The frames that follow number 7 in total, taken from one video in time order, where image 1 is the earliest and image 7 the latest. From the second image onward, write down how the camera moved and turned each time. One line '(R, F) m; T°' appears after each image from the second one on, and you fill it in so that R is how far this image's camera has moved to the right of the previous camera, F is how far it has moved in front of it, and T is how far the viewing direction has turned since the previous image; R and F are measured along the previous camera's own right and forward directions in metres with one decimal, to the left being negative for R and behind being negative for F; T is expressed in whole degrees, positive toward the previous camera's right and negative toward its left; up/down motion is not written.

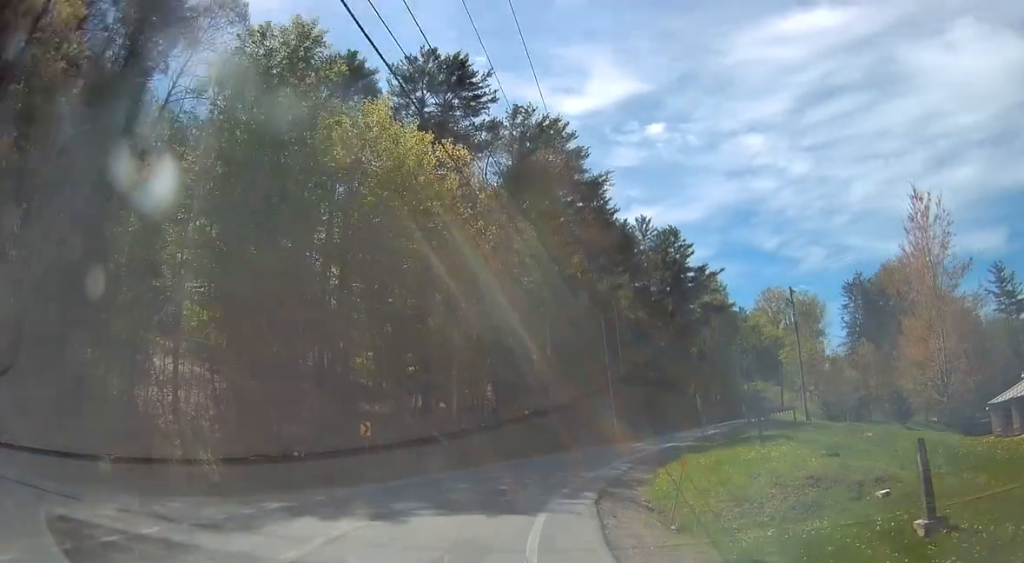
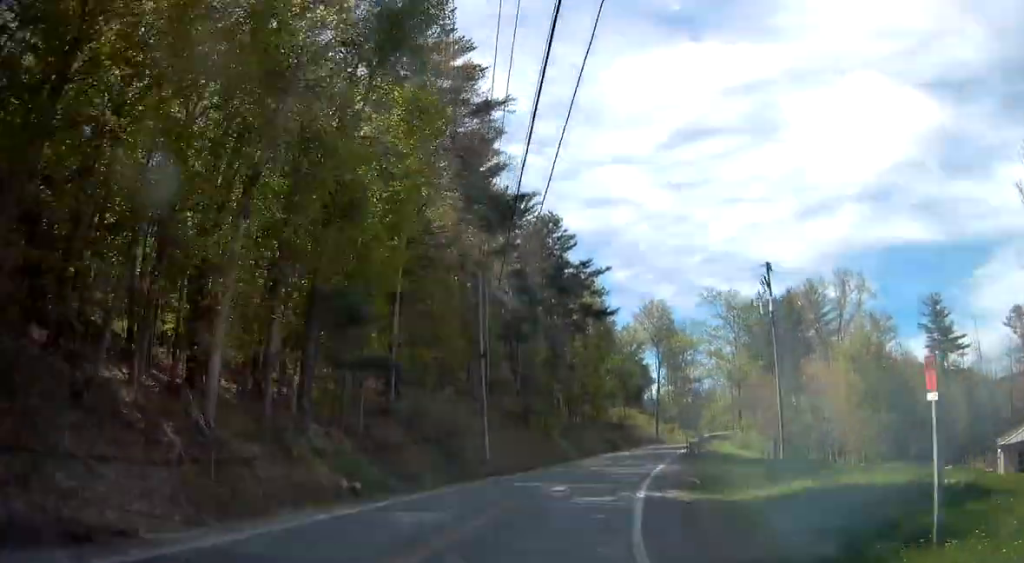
(+2.5, +19.5) m; +16°
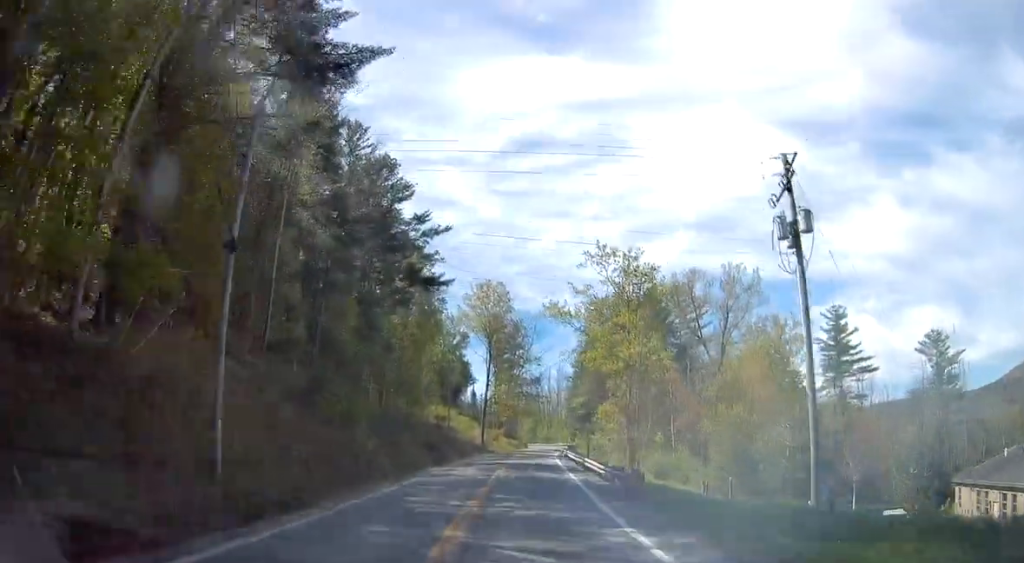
(+2.8, +19.2) m; +15°
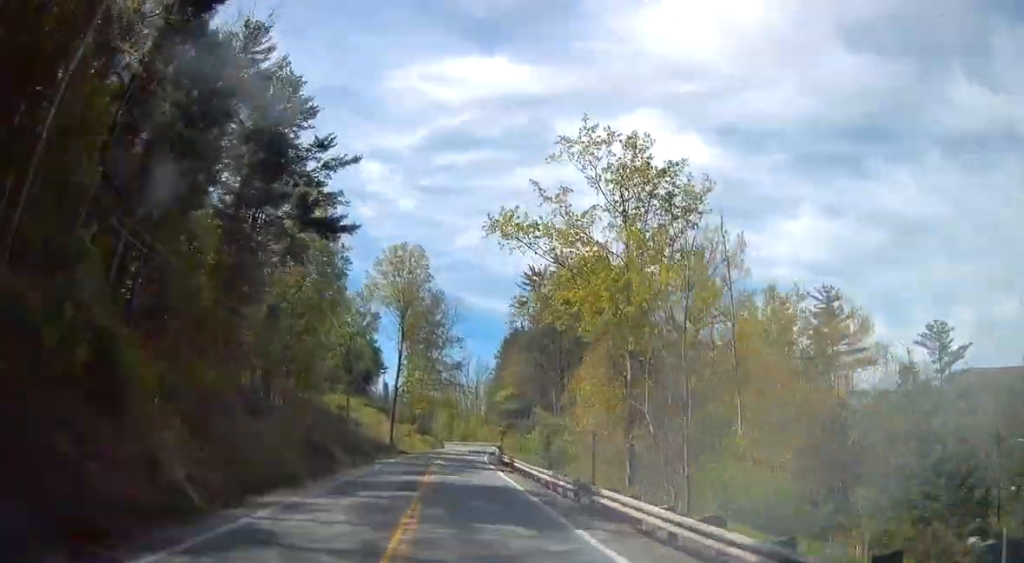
(+1.9, +18.1) m; +10°
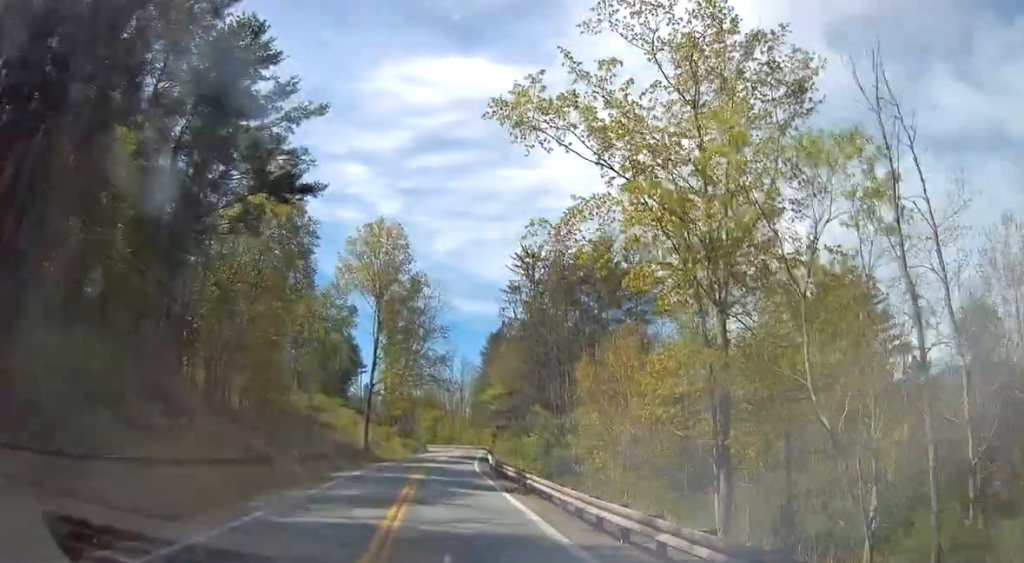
(+0.5, +10.3) m; +3°
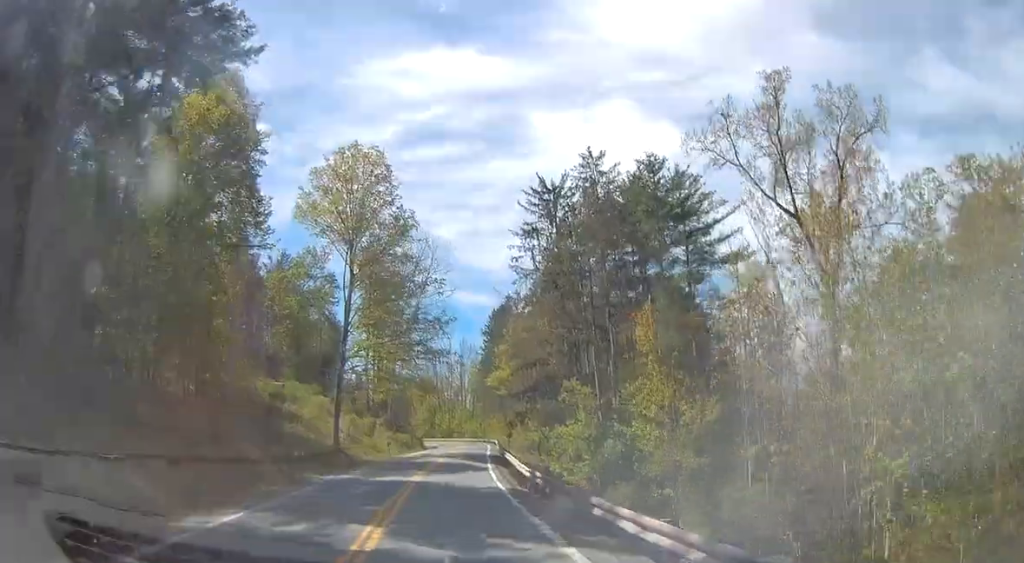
(+0.5, +19.0) m; +7°
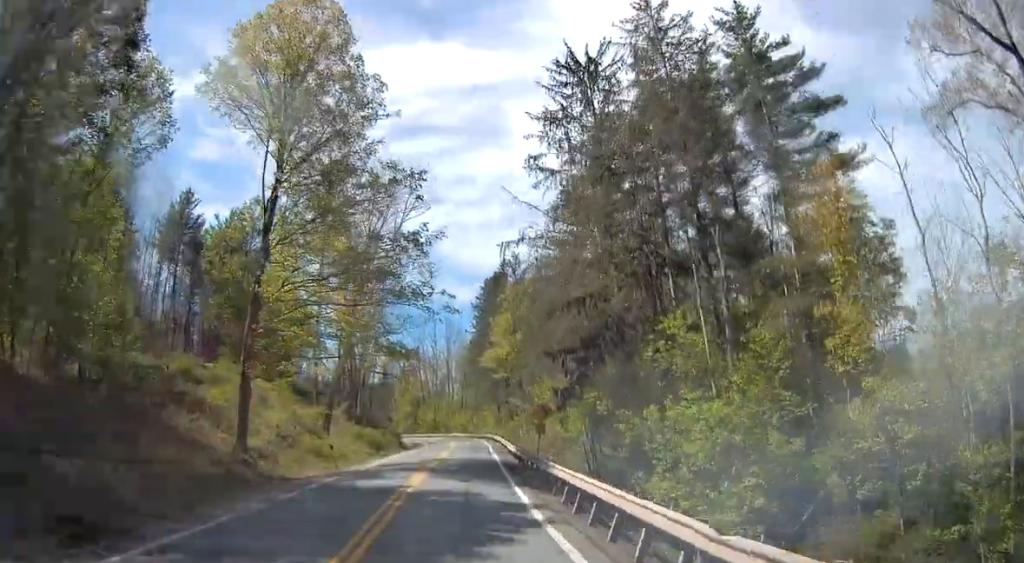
(+2.8, +21.4) m; -1°
